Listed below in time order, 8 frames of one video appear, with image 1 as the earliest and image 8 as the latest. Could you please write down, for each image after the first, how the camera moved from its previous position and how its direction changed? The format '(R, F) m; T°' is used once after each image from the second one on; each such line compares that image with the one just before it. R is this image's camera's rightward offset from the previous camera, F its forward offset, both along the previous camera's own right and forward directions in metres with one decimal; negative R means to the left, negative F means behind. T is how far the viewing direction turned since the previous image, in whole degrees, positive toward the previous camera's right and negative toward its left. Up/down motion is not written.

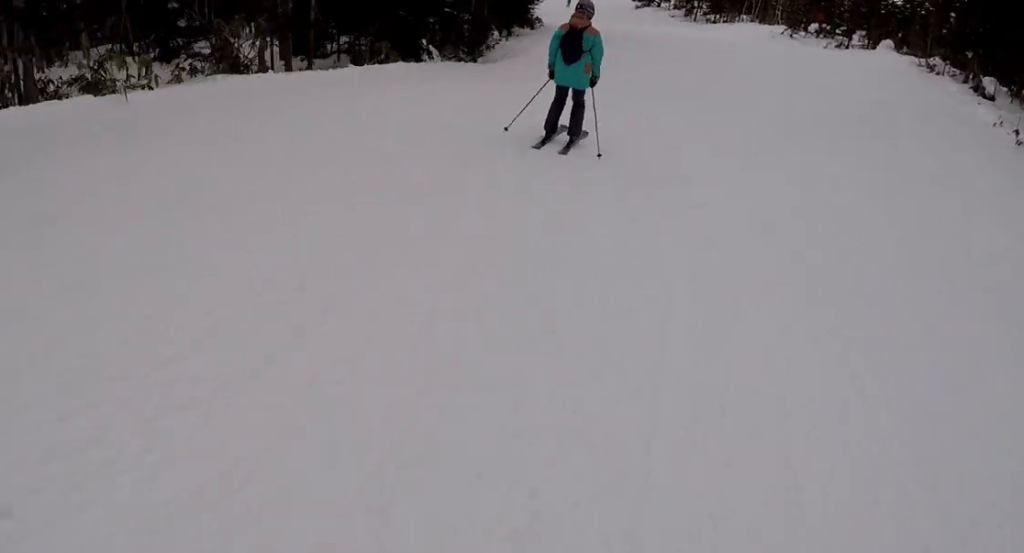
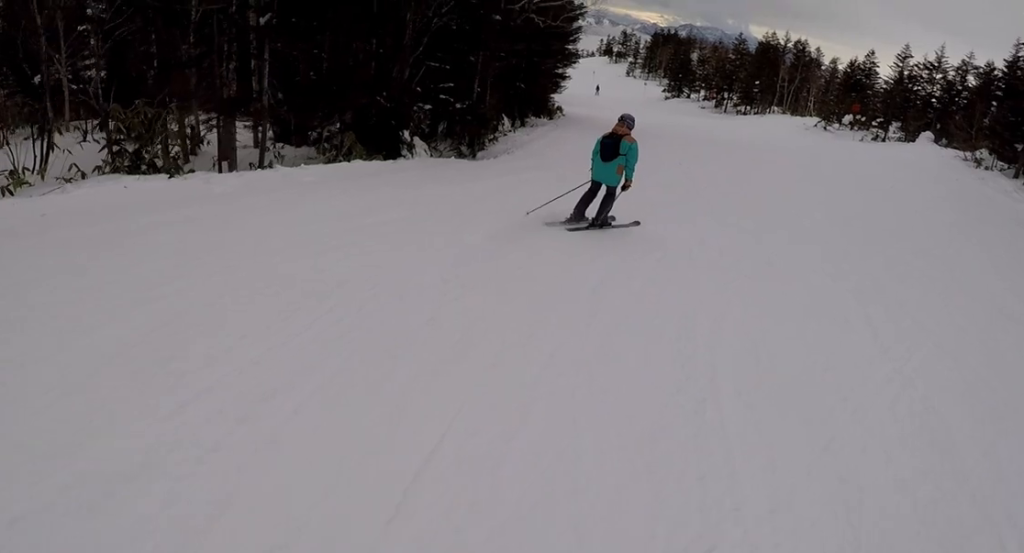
(0.0, +3.6) m; 0°
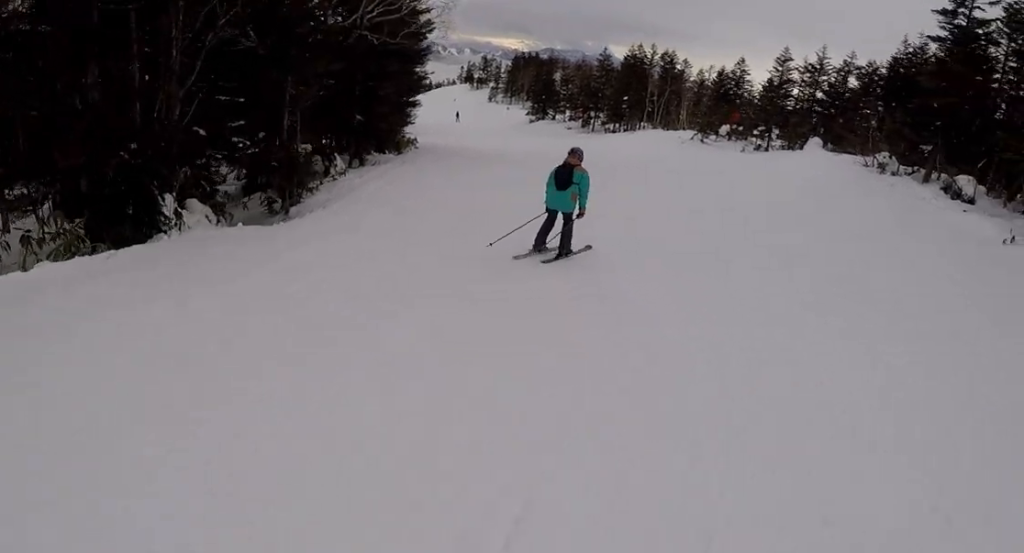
(0.0, +4.8) m; 0°
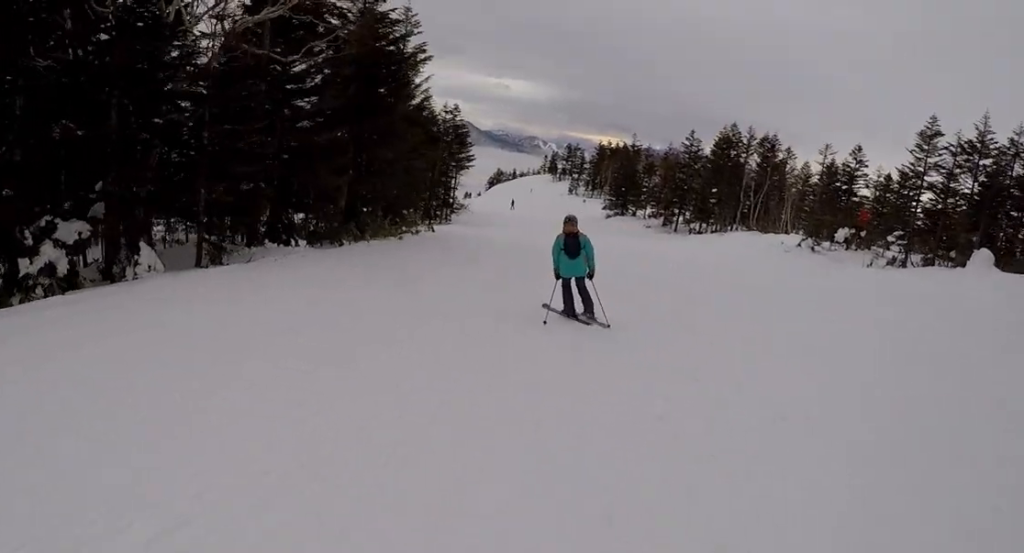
(-0.5, +12.5) m; -8°
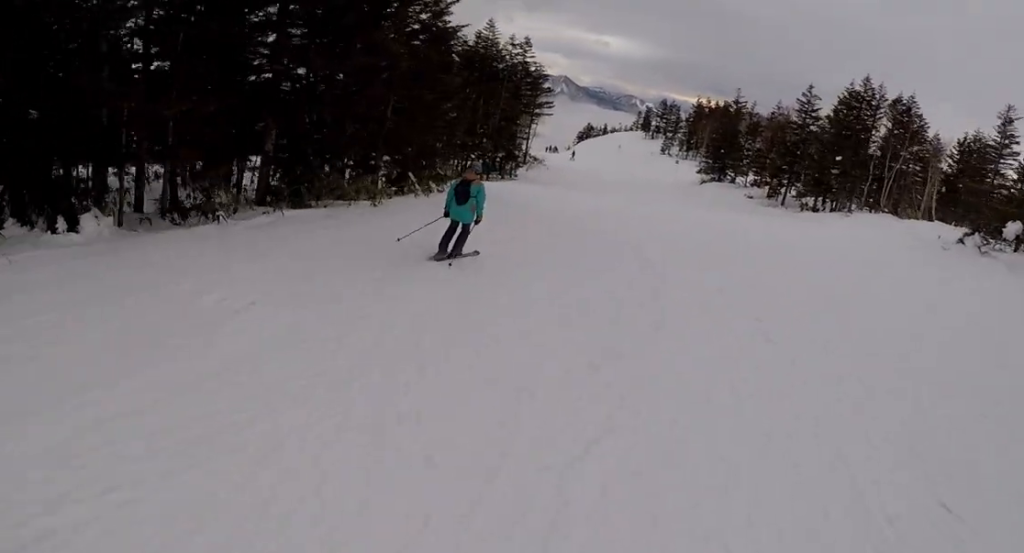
(-1.1, +10.2) m; -3°
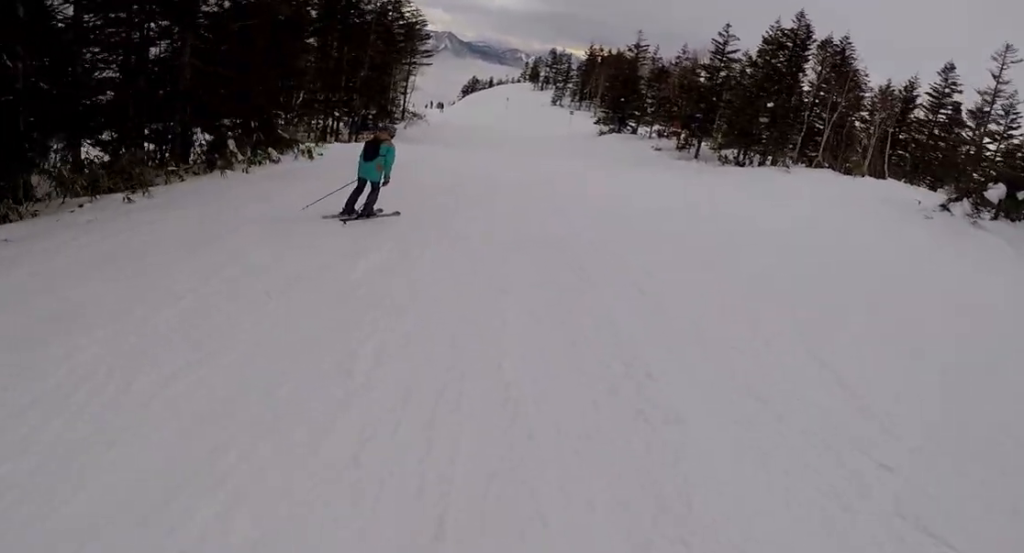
(+0.6, +6.3) m; -1°
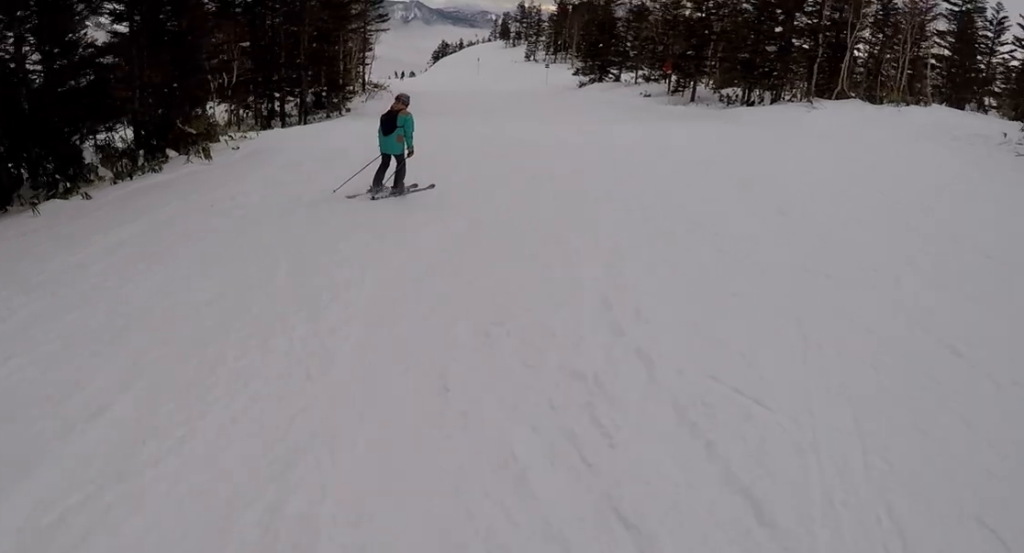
(-0.2, +5.3) m; -4°
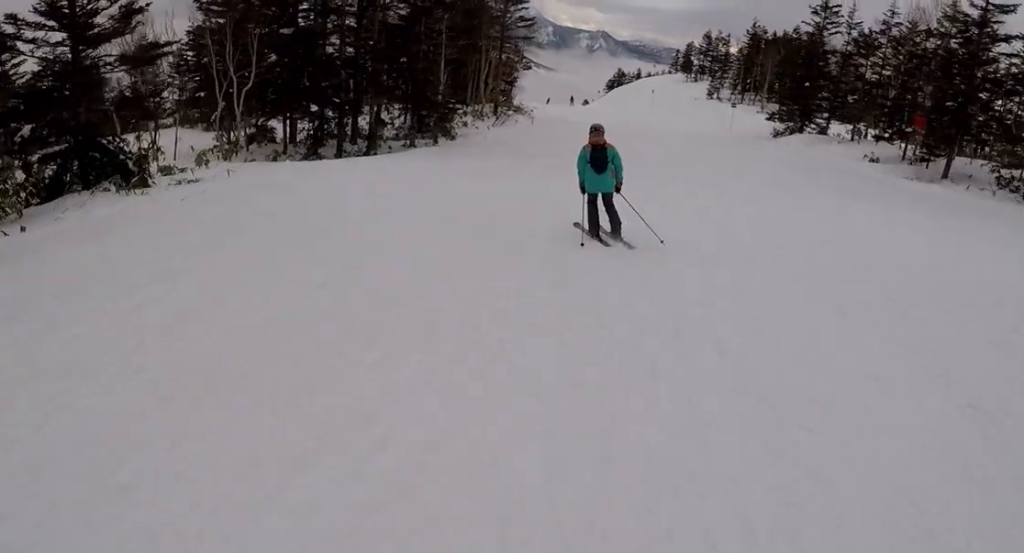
(-1.3, +13.0) m; -6°
